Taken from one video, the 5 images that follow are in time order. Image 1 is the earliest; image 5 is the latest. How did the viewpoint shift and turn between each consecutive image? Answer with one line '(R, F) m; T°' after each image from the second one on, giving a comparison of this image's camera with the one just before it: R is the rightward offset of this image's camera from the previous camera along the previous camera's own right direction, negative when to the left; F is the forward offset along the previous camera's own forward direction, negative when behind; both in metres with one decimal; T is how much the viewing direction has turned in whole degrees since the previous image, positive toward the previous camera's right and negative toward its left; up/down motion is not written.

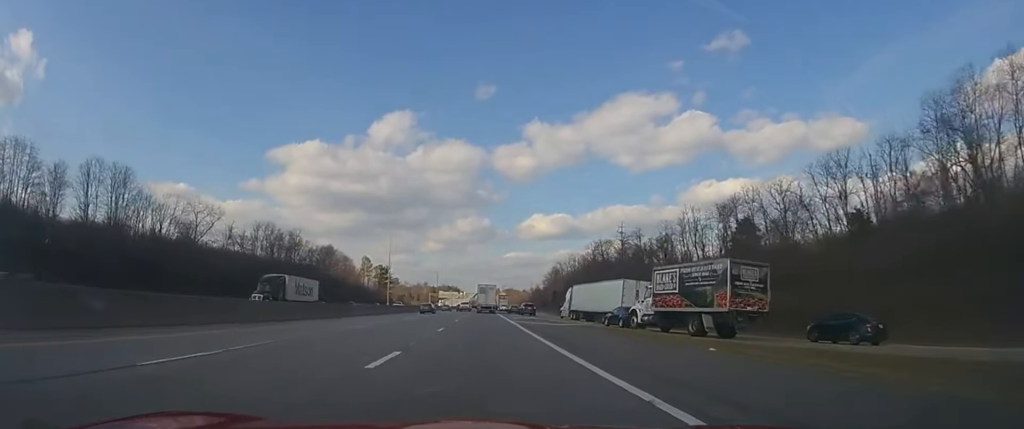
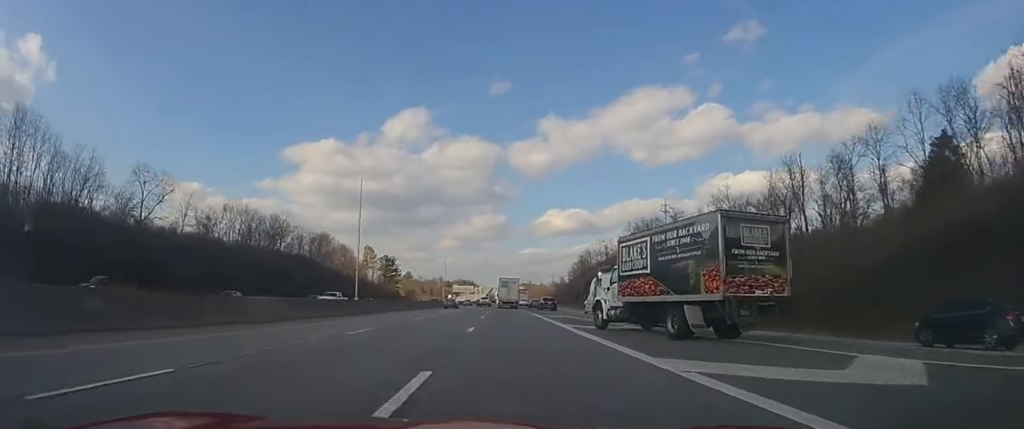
(-0.3, +27.6) m; -1°
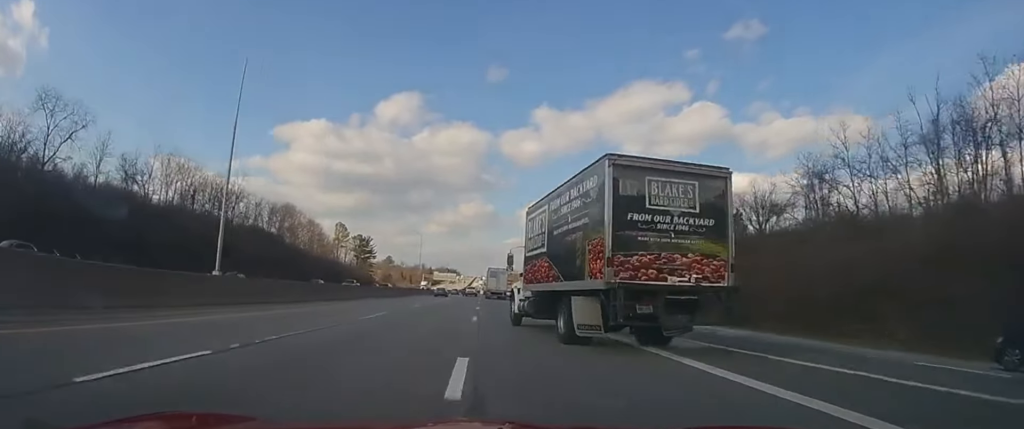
(-0.1, +24.4) m; 0°
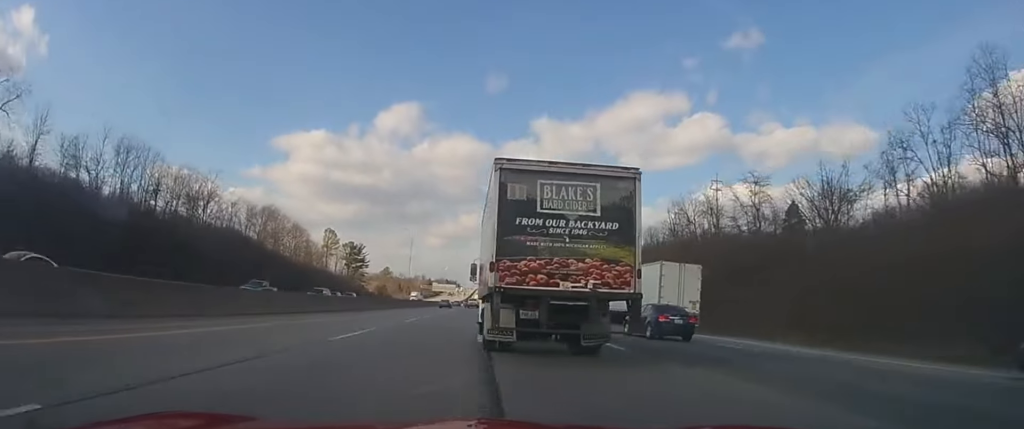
(+0.5, +16.8) m; +1°
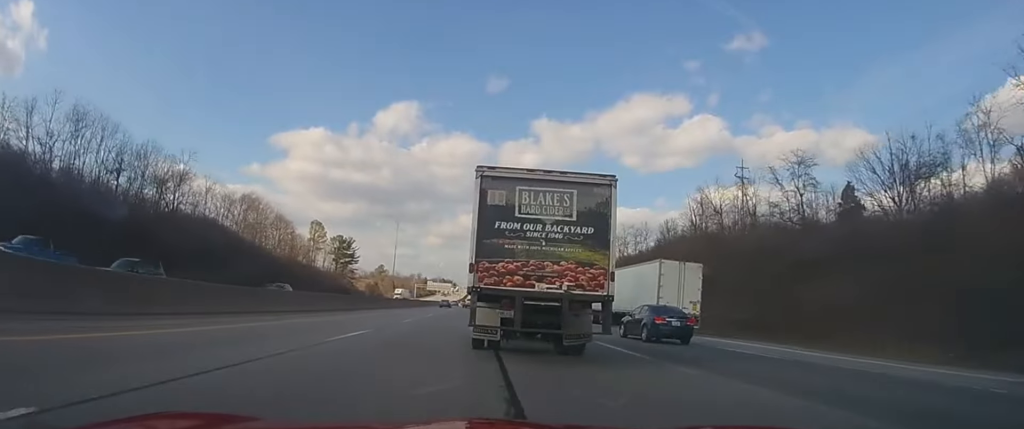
(-0.4, +12.8) m; 0°
